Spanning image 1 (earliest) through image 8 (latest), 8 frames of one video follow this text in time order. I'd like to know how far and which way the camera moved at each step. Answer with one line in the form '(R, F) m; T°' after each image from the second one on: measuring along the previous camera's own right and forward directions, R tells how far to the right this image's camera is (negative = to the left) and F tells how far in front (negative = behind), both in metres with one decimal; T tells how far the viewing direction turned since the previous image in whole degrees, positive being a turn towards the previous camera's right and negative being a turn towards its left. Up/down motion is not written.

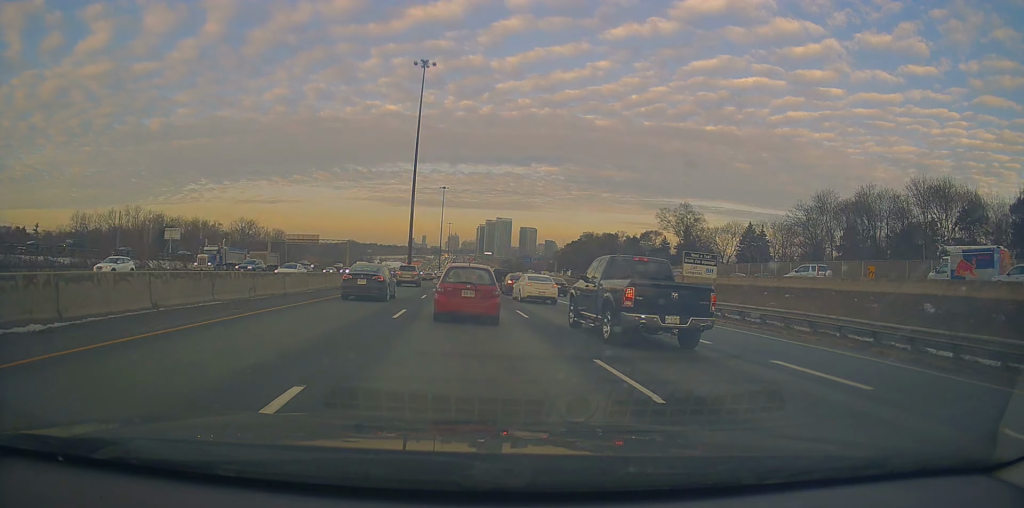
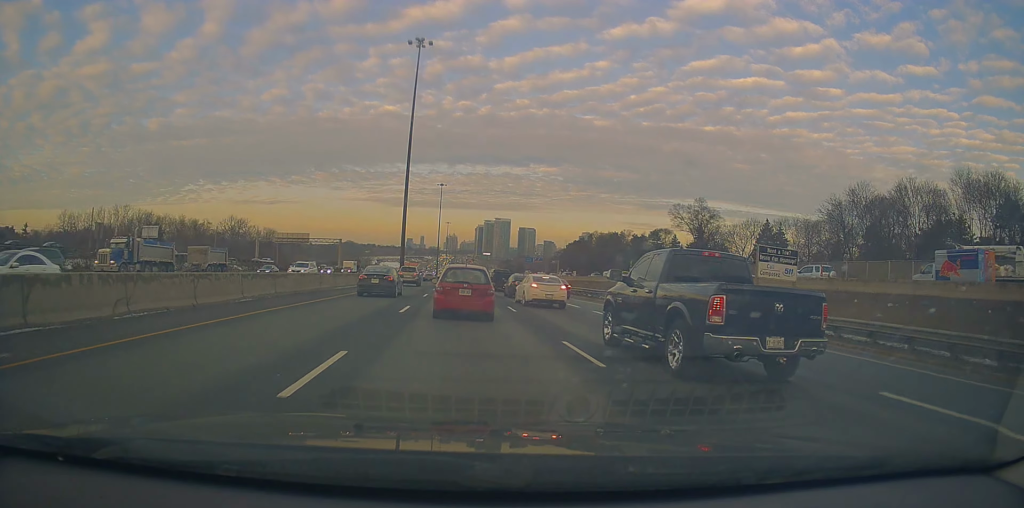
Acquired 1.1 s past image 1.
(+0.3, +9.2) m; +2°
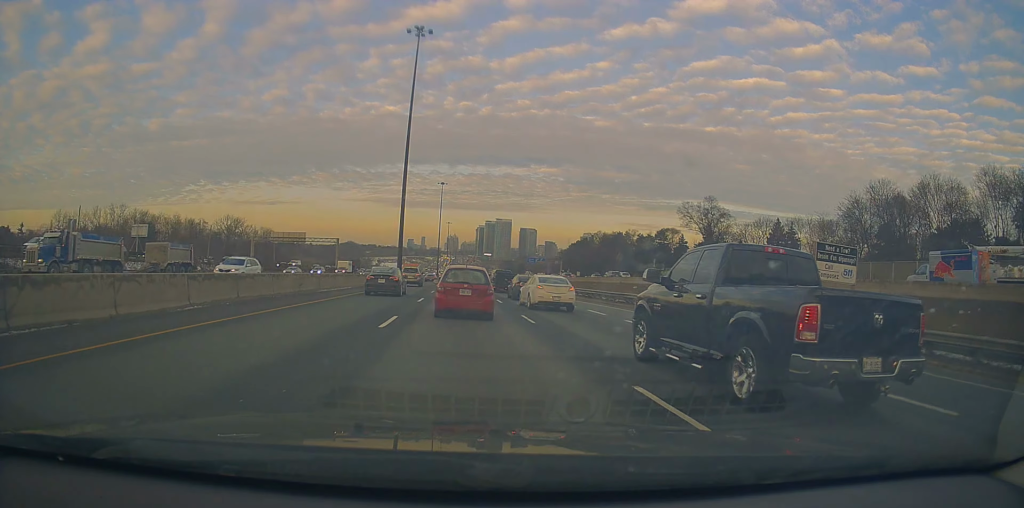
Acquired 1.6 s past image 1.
(+0.2, +4.4) m; 0°
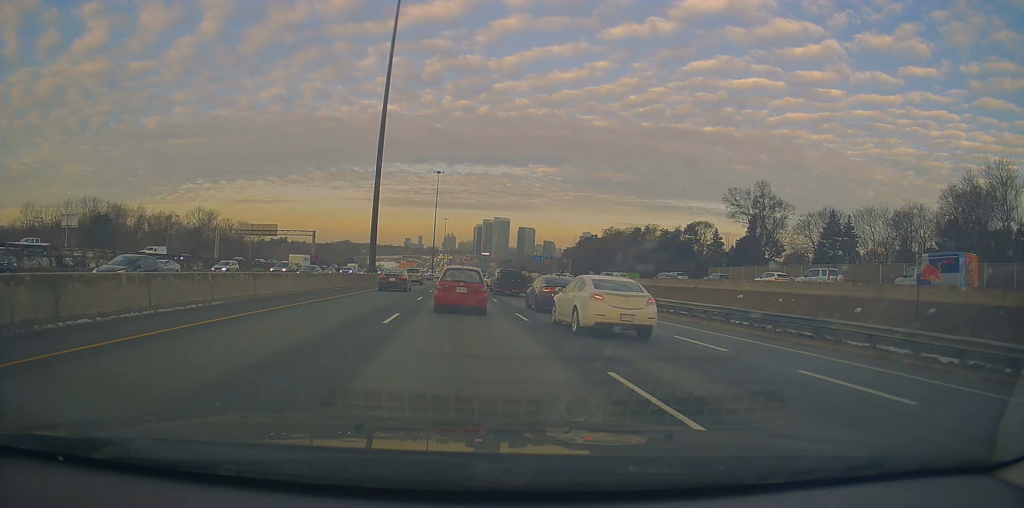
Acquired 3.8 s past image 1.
(+0.3, +22.1) m; +3°
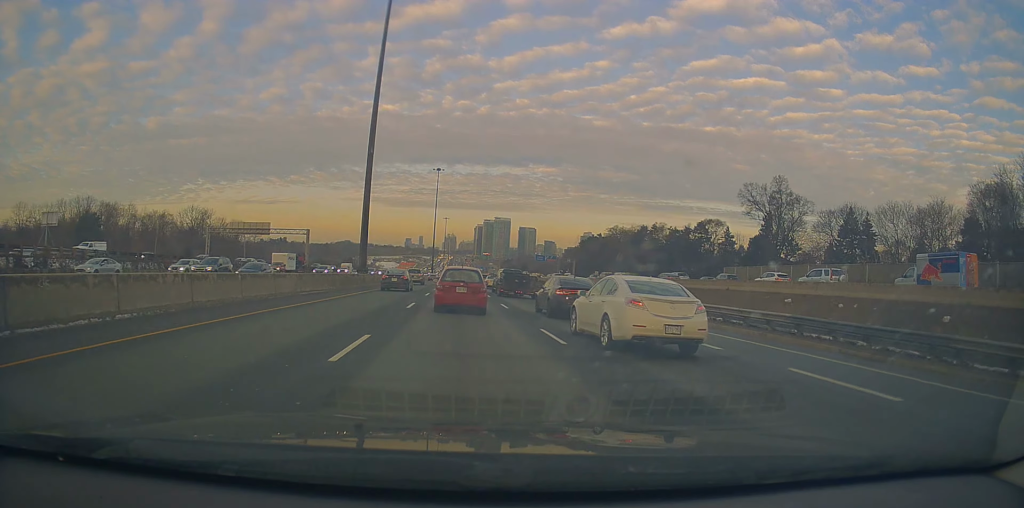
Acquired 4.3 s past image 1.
(0.0, +5.5) m; -1°
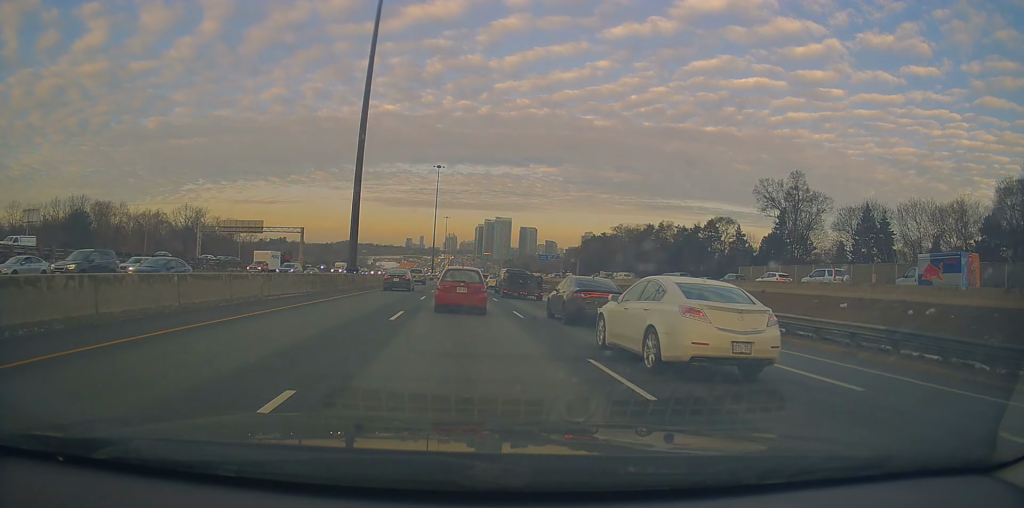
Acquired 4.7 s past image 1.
(0.0, +4.8) m; -1°
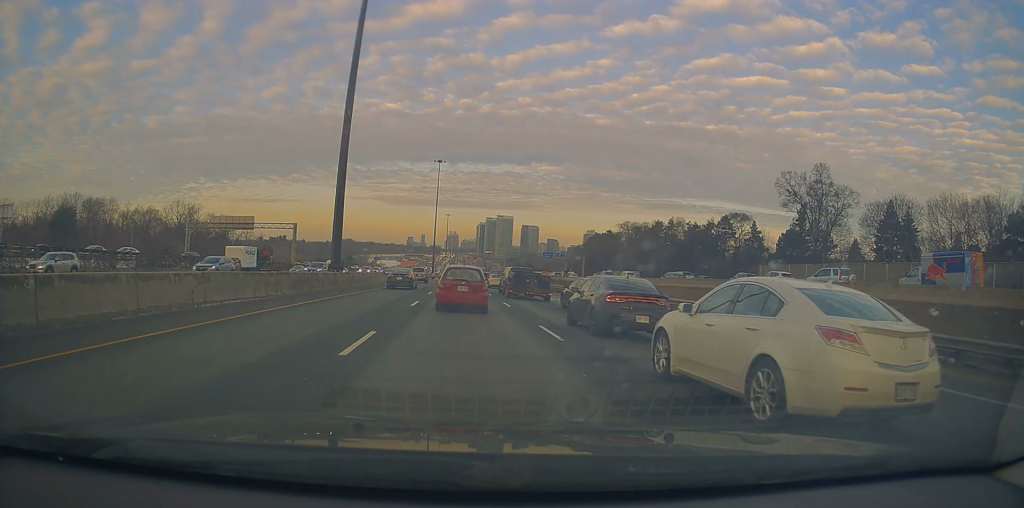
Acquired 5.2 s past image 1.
(-0.2, +6.2) m; -1°
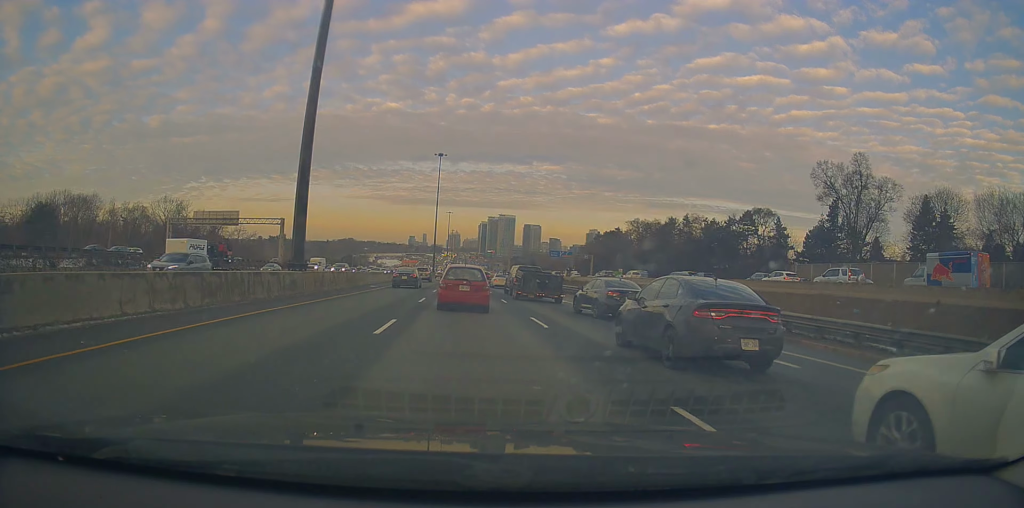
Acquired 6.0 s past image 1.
(-0.2, +9.2) m; -1°
